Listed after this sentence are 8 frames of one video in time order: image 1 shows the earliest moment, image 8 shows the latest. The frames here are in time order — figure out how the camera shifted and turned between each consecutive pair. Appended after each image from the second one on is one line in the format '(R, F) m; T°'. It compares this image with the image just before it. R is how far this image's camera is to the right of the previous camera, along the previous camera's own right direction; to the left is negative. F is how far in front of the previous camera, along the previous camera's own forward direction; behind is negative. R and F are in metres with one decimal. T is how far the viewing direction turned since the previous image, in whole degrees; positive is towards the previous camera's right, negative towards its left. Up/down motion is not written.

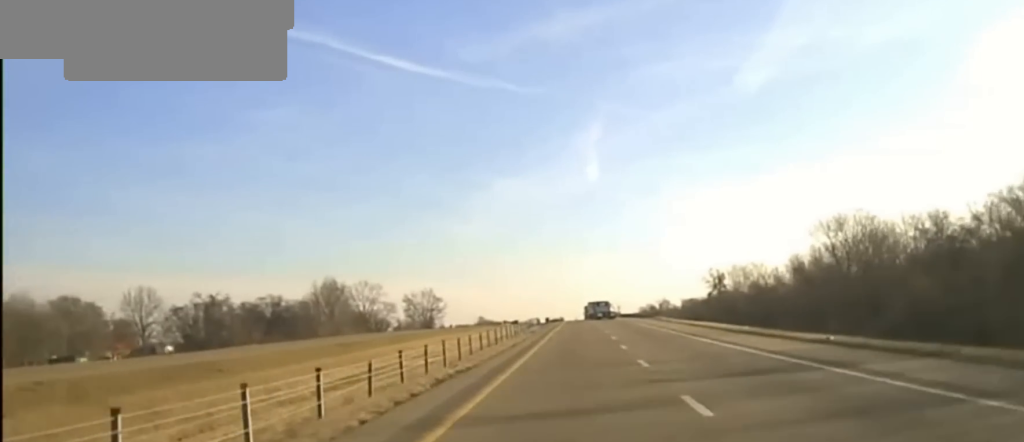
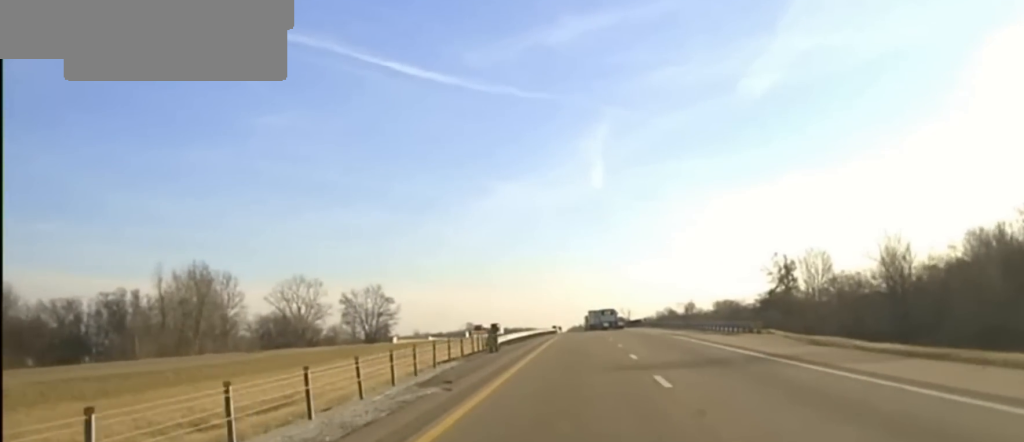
(-0.4, +76.8) m; -1°
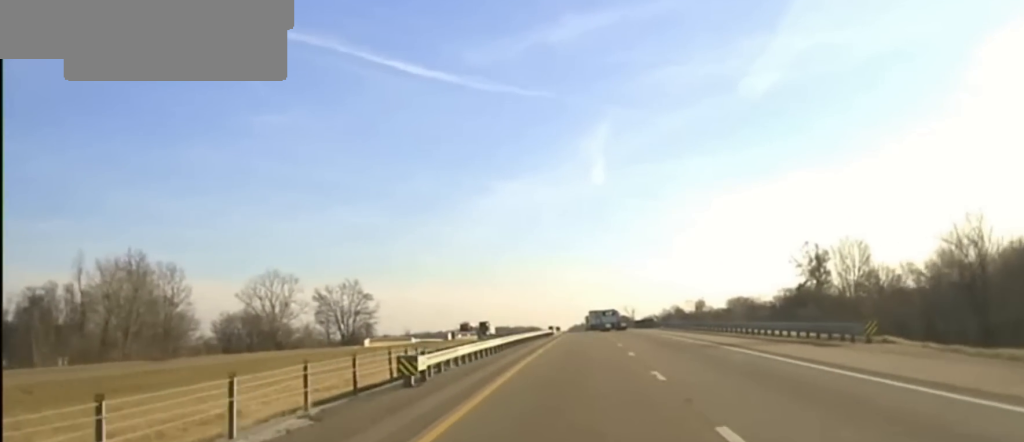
(0.0, +21.3) m; 0°
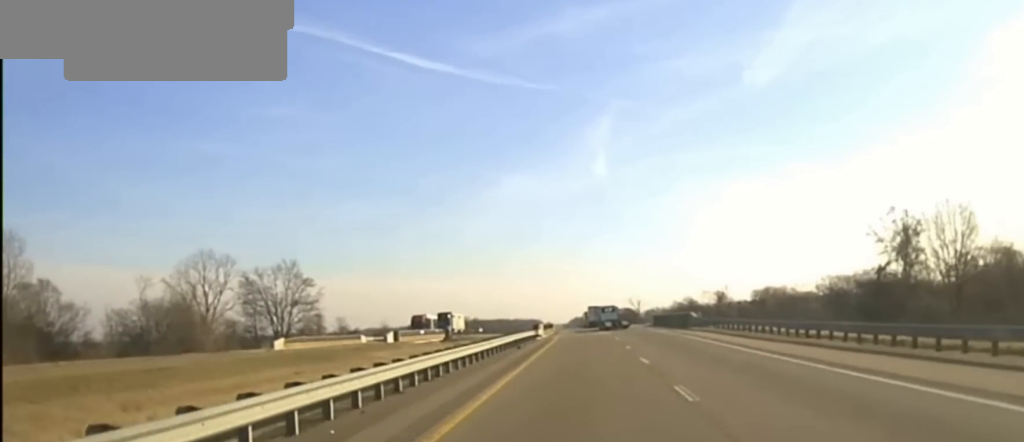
(-0.3, +40.2) m; 0°
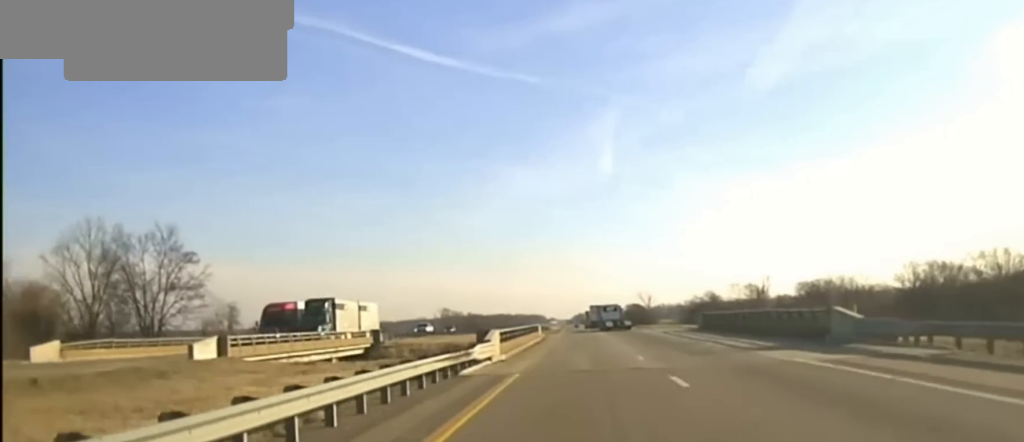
(+0.3, +42.2) m; 0°
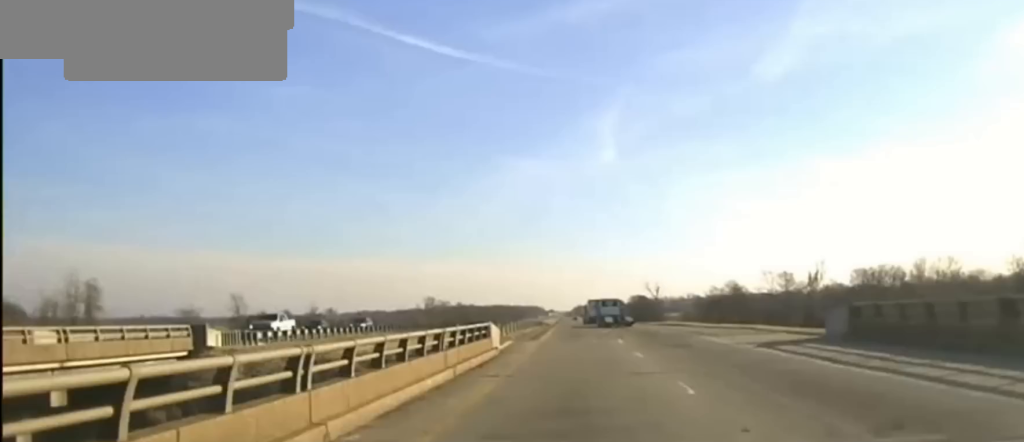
(-0.1, +41.3) m; 0°
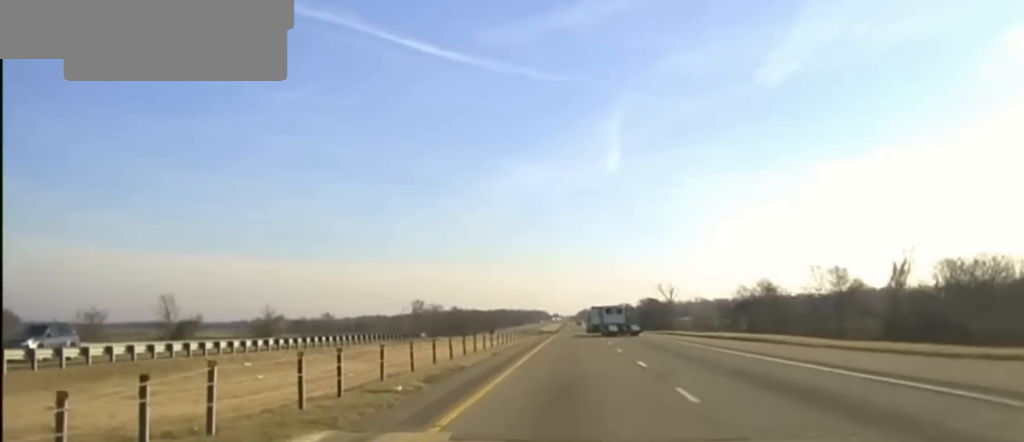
(0.0, +34.1) m; 0°
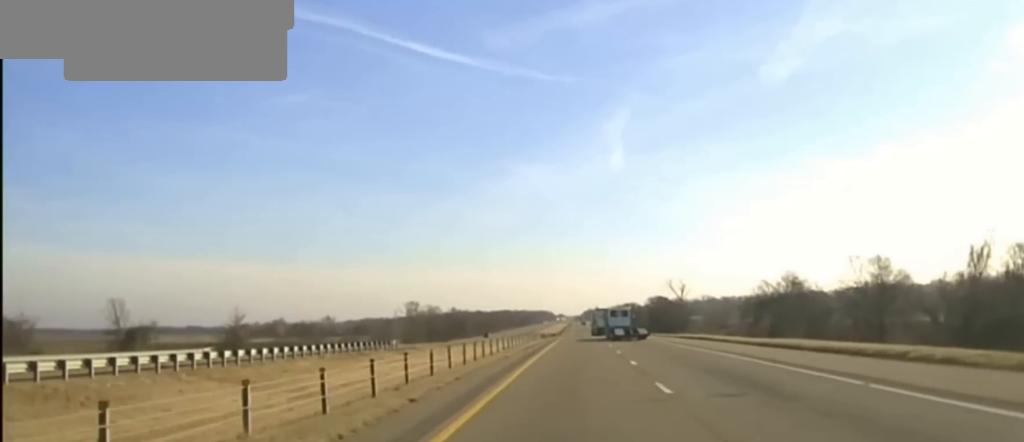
(-0.1, +17.4) m; 0°
